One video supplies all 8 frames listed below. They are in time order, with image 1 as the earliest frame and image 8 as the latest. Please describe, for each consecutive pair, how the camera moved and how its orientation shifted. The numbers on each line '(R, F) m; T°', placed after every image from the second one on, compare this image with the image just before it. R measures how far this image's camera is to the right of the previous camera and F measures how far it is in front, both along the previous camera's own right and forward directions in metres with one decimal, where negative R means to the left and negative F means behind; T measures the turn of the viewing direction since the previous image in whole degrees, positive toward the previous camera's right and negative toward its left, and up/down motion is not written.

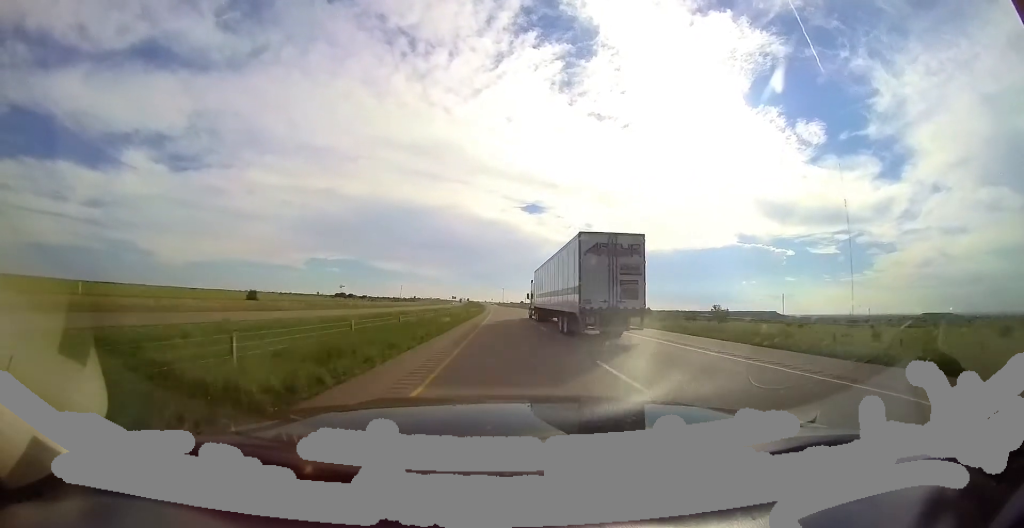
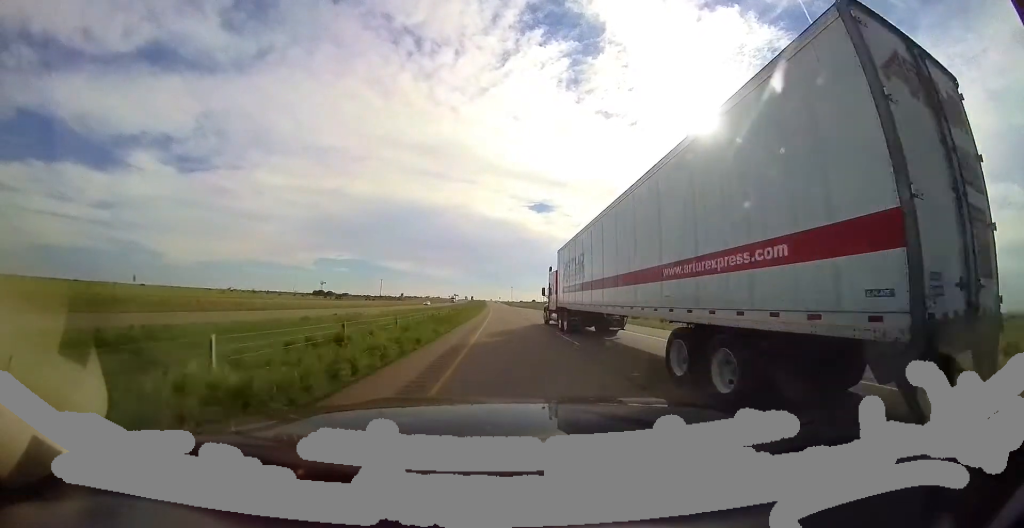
(-0.7, +55.3) m; -1°
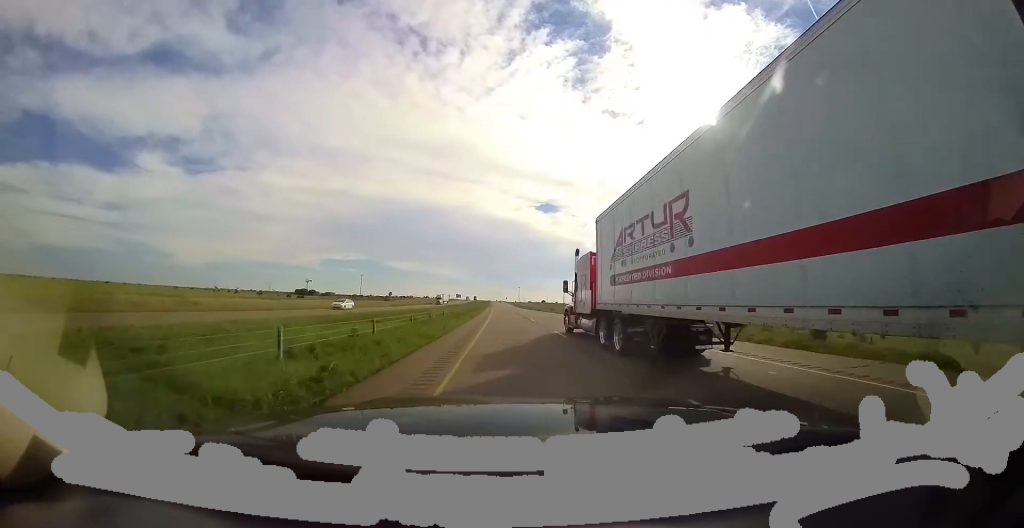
(-0.2, +34.5) m; -1°
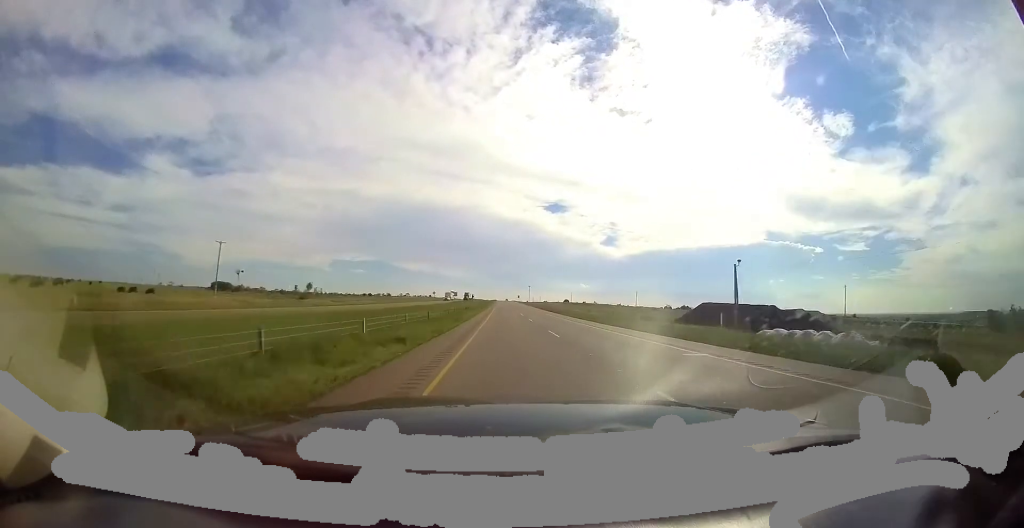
(-1.2, +85.2) m; -1°
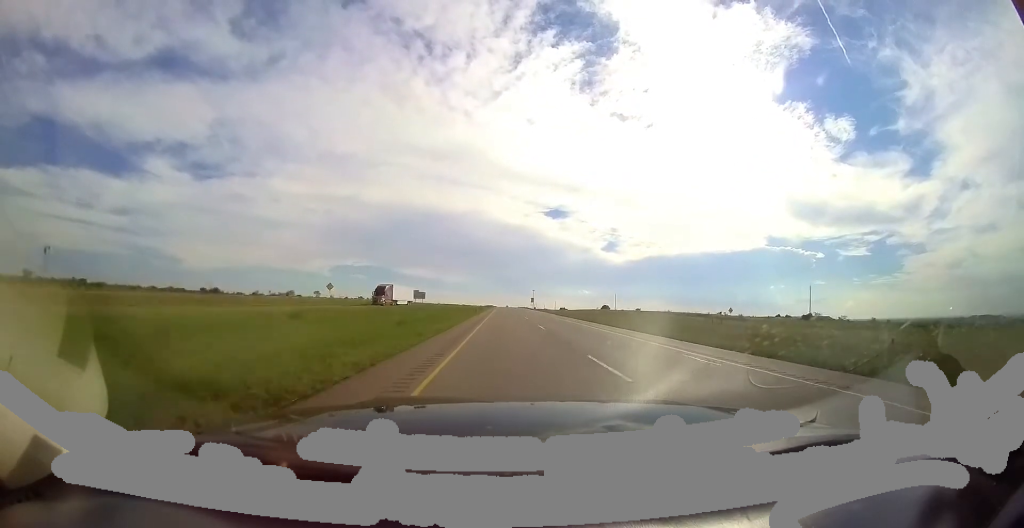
(-1.3, +106.1) m; 0°
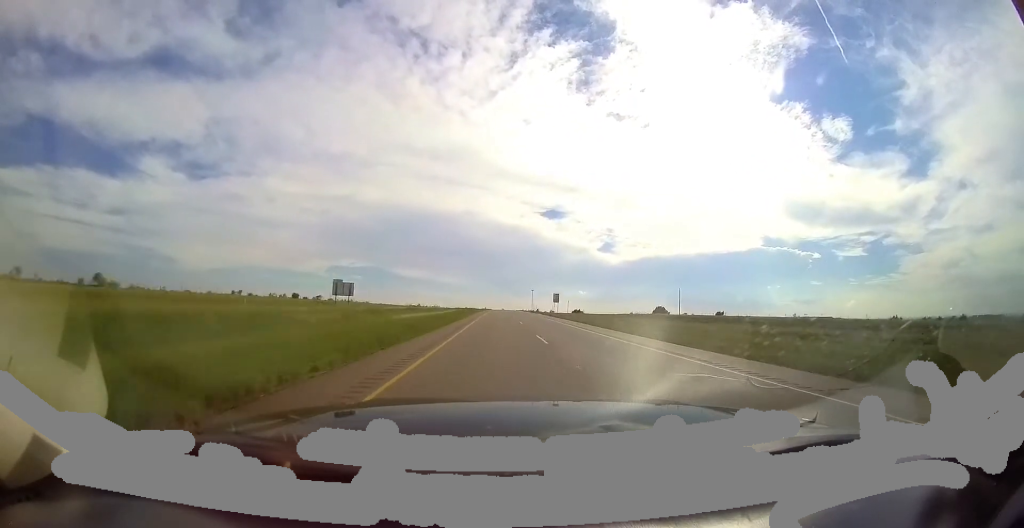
(+1.2, +67.2) m; +1°
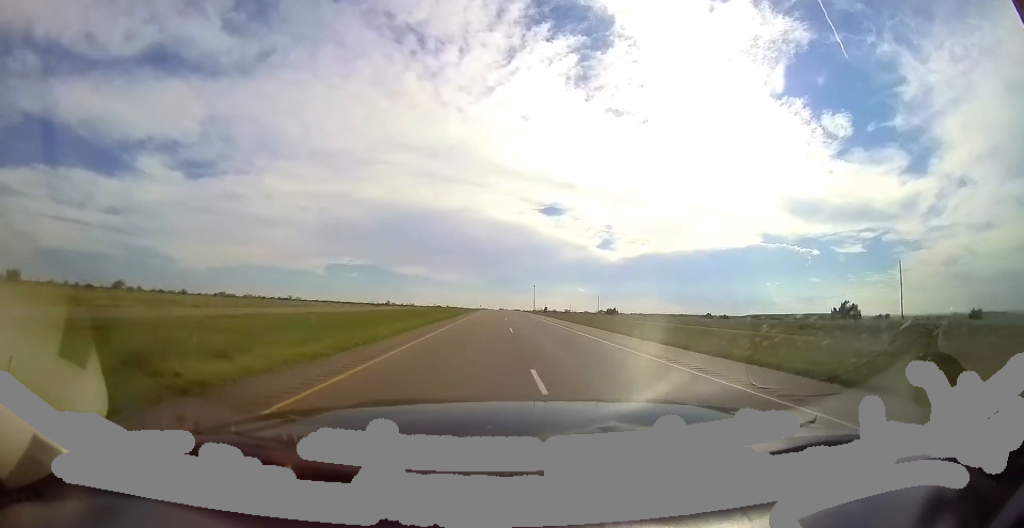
(+0.1, +69.7) m; 0°
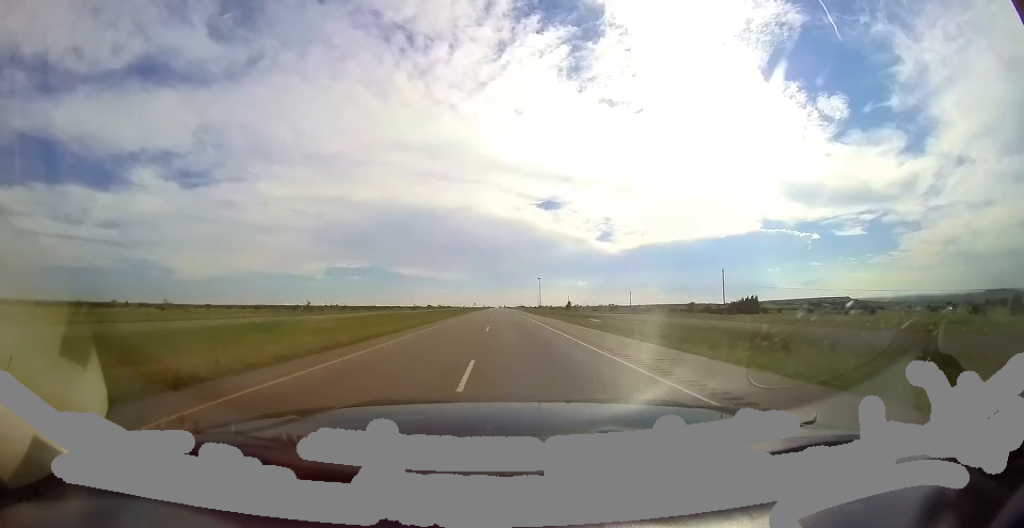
(-0.9, +86.0) m; -1°
